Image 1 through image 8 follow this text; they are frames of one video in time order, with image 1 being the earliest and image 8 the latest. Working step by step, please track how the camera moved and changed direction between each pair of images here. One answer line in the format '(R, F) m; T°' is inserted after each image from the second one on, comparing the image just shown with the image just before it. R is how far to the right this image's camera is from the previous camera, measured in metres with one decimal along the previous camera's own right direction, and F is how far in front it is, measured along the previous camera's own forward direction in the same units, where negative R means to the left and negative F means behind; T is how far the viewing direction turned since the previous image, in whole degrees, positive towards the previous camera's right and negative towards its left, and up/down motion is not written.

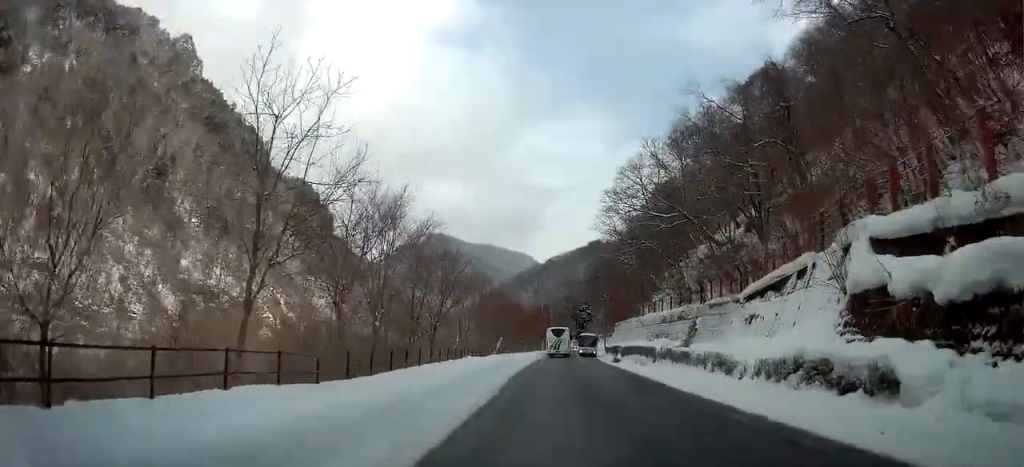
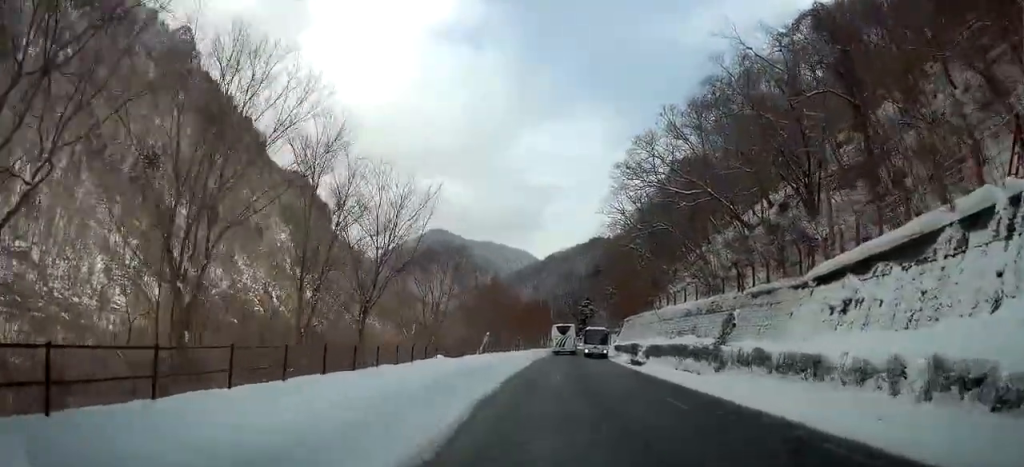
(+0.1, +11.9) m; -1°
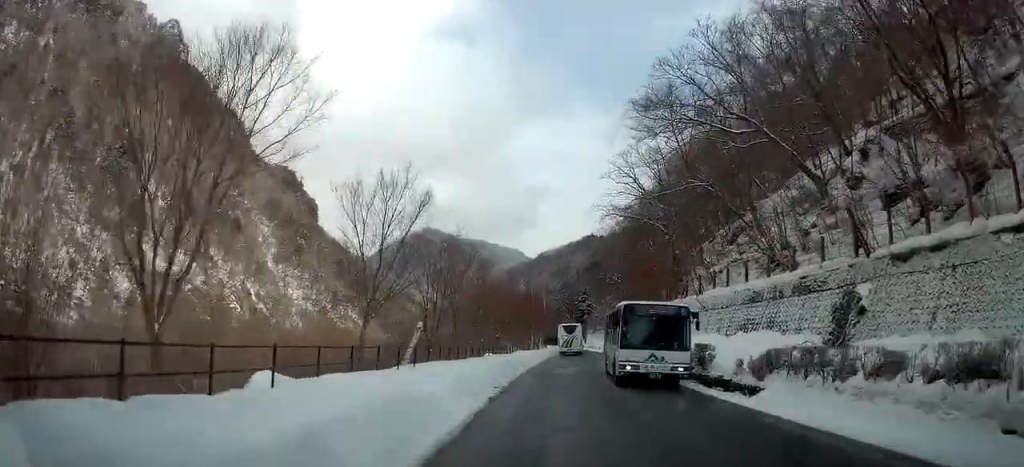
(-0.1, +20.9) m; +3°
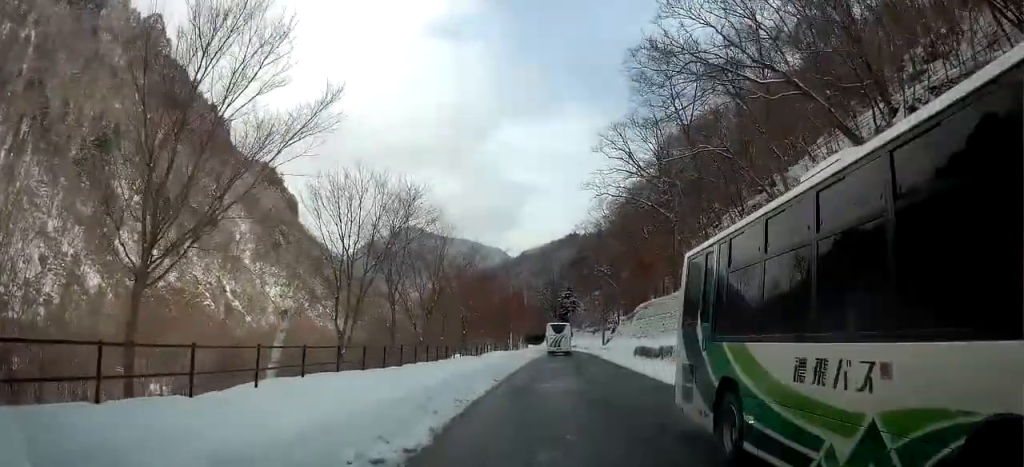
(+0.3, +10.5) m; +2°
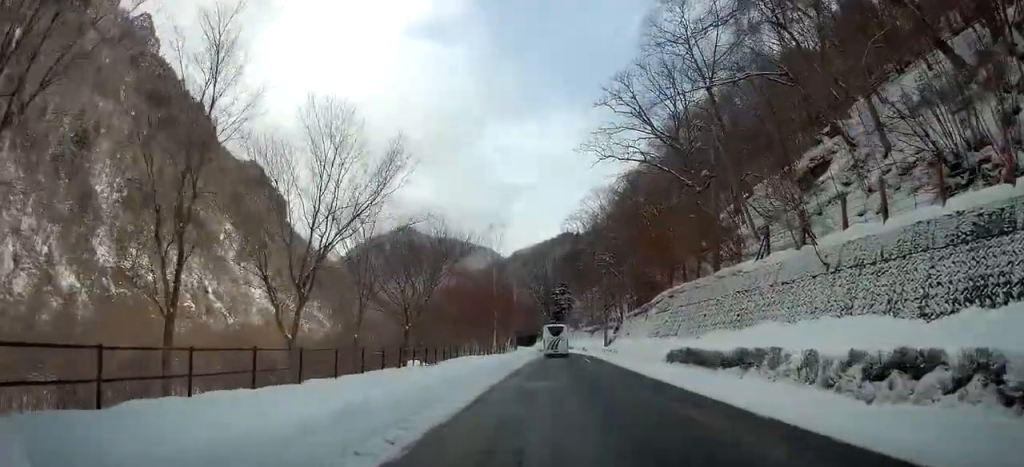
(+0.1, +13.9) m; +1°
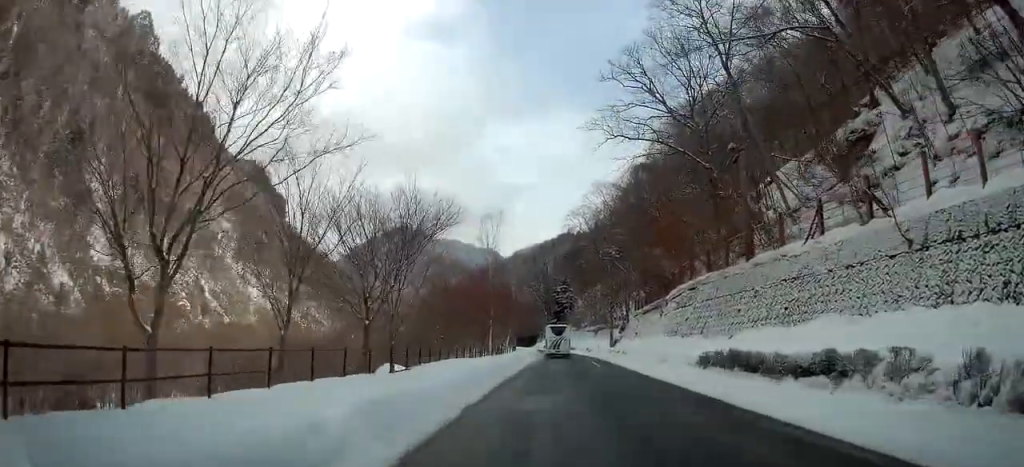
(0.0, +5.6) m; 0°
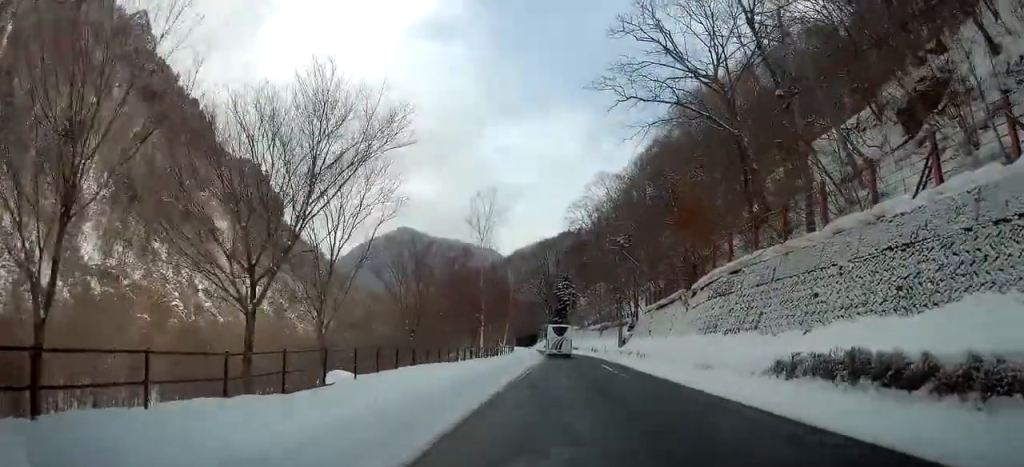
(+0.1, +7.7) m; -1°
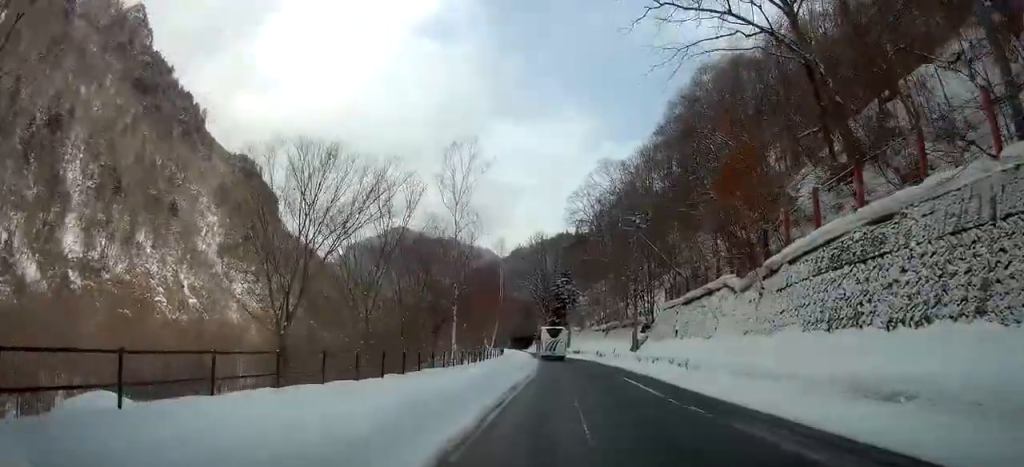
(-0.4, +12.6) m; -1°
